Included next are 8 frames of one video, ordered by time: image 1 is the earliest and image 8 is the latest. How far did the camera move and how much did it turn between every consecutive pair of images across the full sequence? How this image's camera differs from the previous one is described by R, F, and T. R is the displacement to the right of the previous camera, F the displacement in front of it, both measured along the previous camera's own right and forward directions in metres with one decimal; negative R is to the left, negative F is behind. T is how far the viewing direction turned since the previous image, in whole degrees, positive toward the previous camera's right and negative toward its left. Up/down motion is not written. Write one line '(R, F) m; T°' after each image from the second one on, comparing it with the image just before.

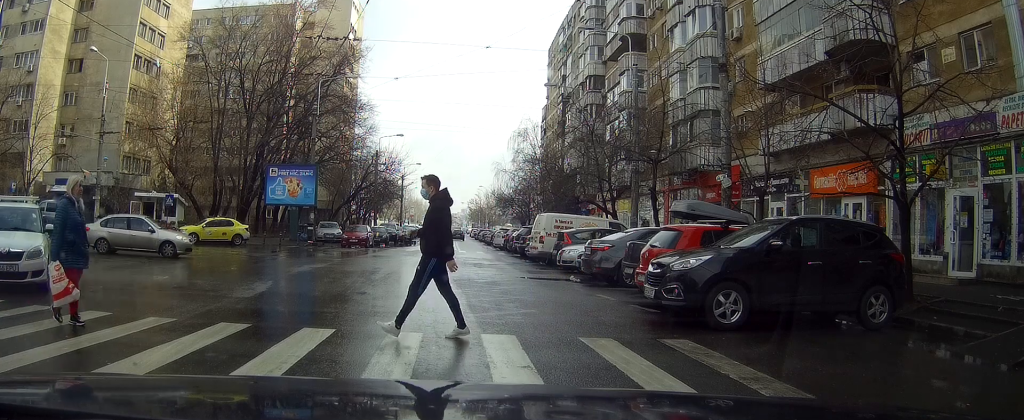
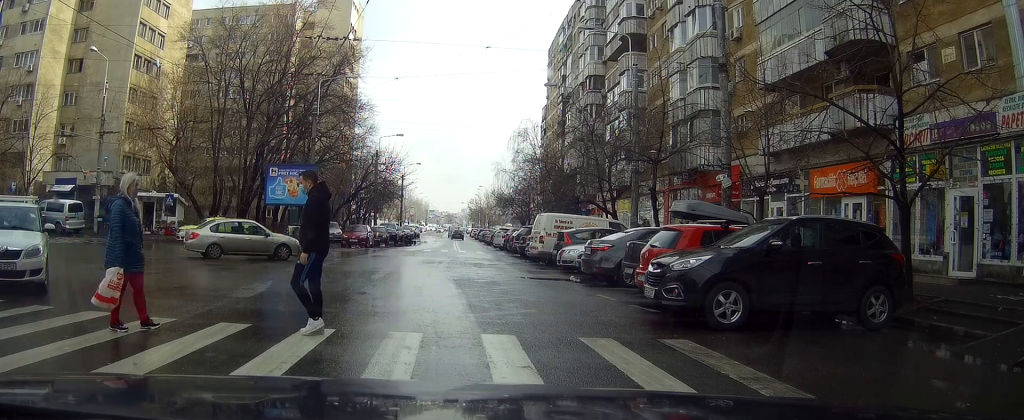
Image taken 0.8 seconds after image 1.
(0.0, 0.0) m; 0°
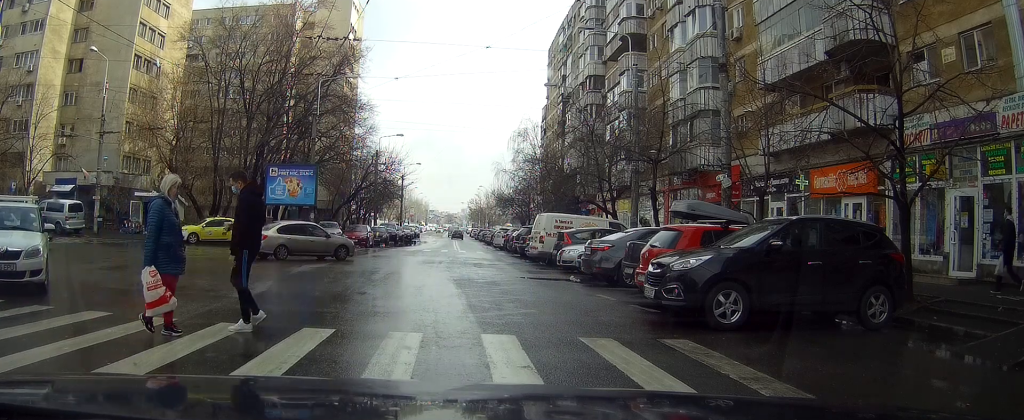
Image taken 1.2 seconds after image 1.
(0.0, 0.0) m; 0°
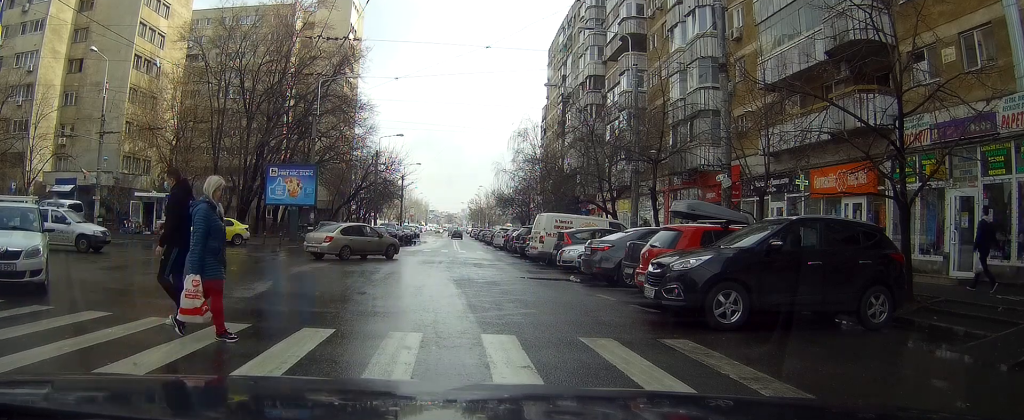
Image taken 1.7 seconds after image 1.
(0.0, 0.0) m; 0°
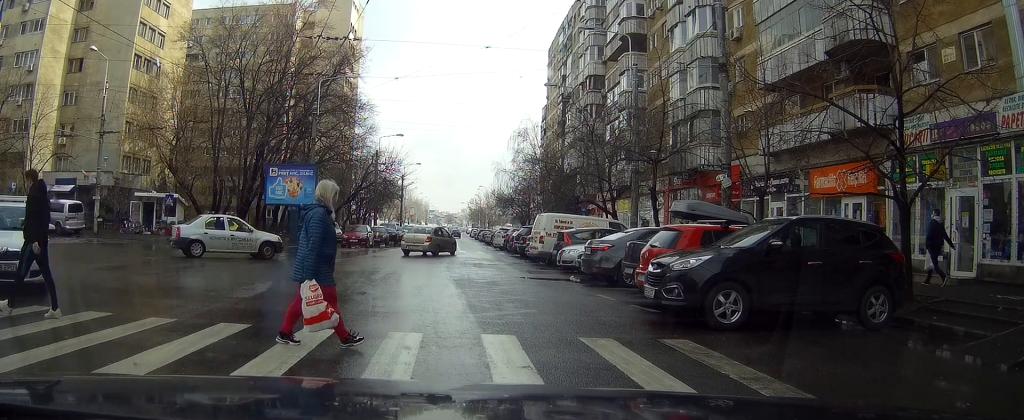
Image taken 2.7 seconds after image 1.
(0.0, 0.0) m; 0°
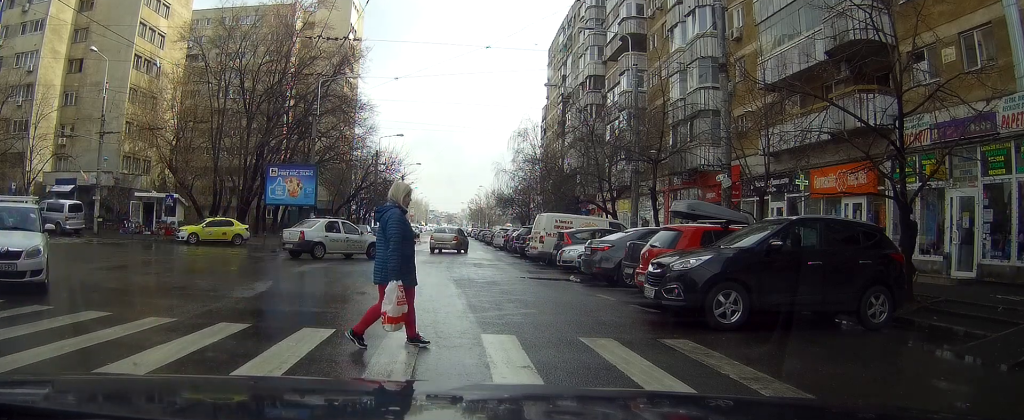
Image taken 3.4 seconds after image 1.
(0.0, 0.0) m; 0°
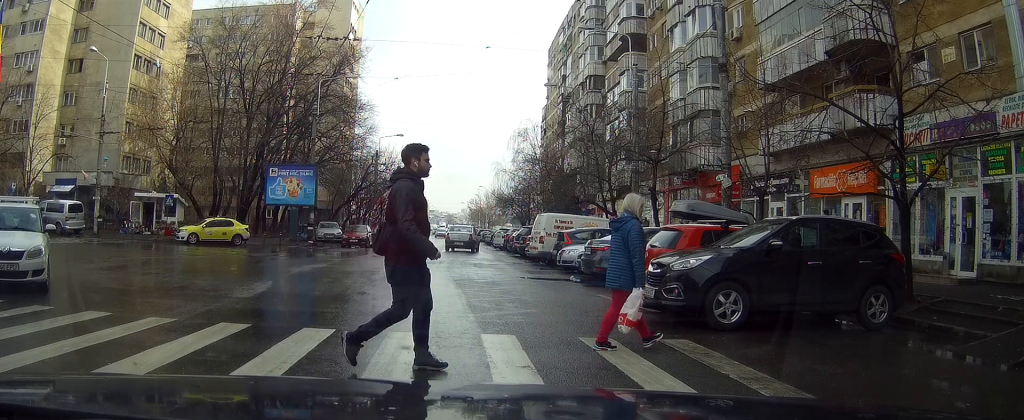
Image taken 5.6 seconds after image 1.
(-0.2, +0.4) m; 0°
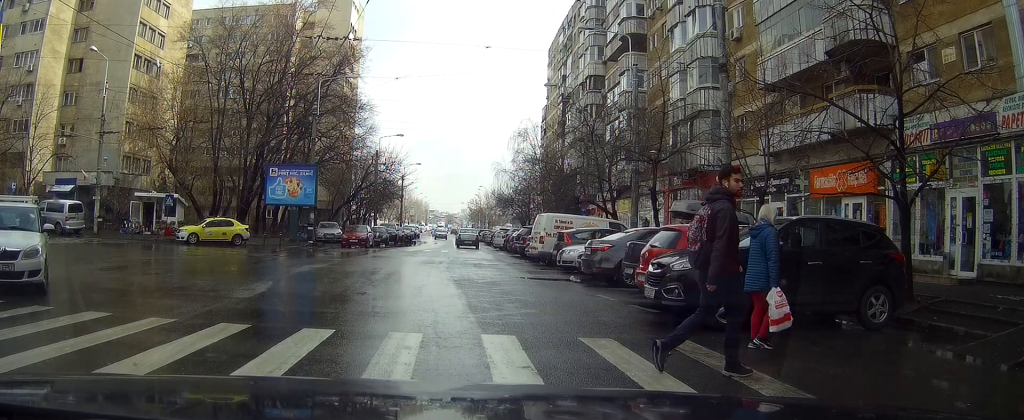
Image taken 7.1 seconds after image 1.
(0.0, +0.3) m; 0°
